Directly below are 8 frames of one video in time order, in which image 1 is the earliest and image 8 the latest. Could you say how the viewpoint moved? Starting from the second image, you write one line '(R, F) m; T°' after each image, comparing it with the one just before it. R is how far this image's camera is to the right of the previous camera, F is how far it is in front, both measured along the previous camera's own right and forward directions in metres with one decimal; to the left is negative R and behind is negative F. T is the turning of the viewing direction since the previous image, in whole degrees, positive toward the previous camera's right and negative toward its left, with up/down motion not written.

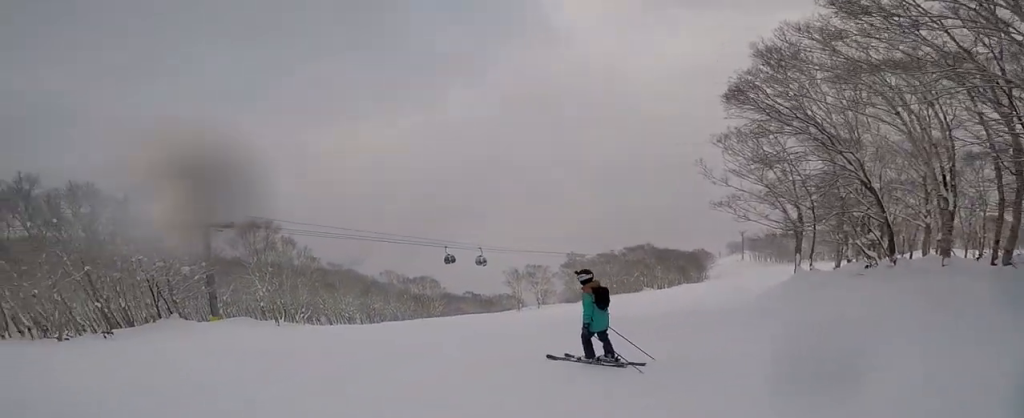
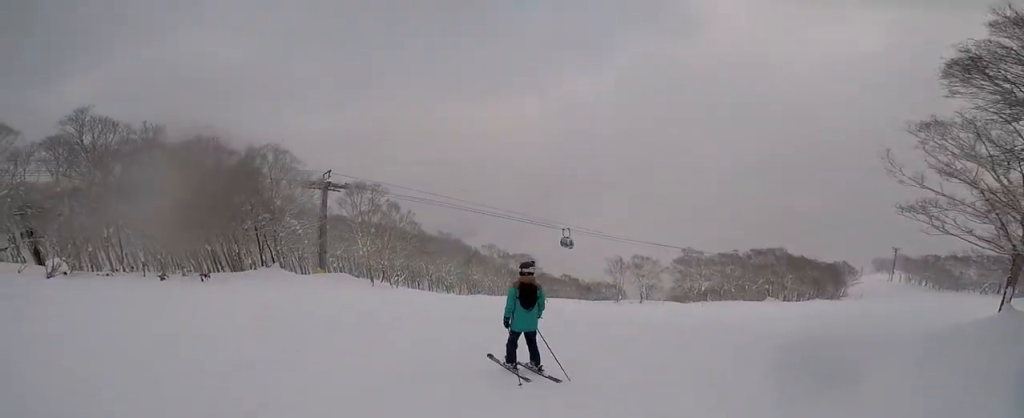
(-1.1, +3.4) m; -2°
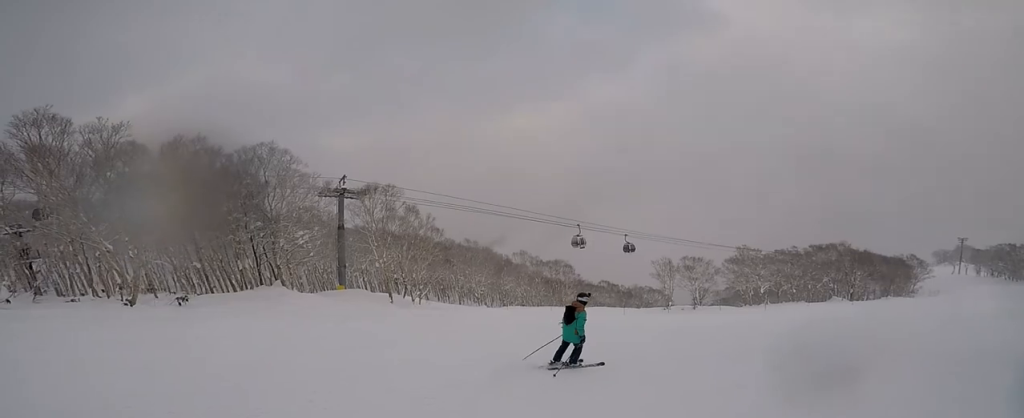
(+0.8, +6.4) m; -9°
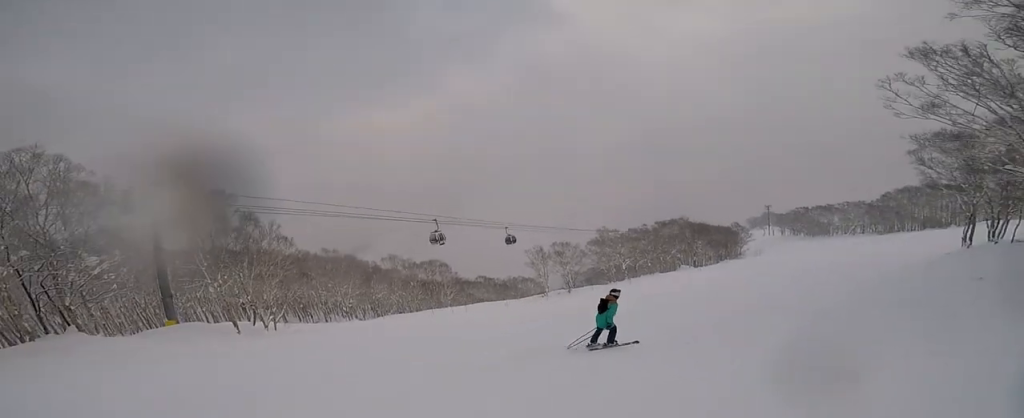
(-0.5, +3.4) m; +25°
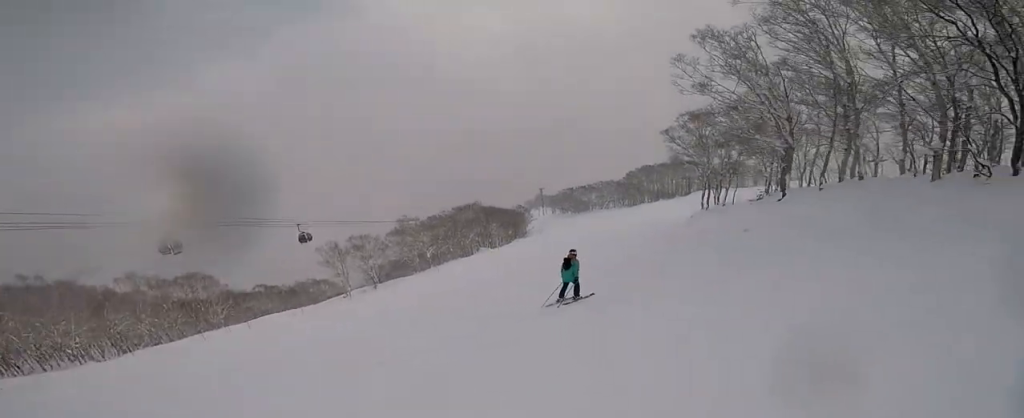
(+1.2, +2.6) m; +23°
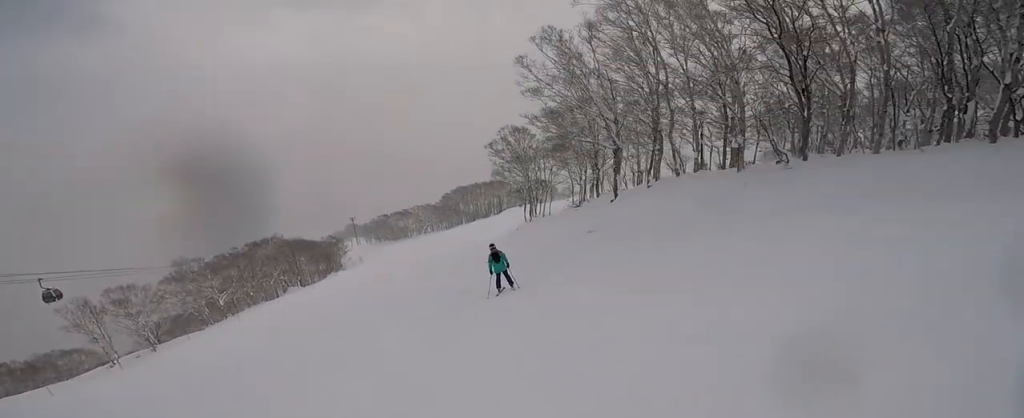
(+1.1, +3.4) m; +12°
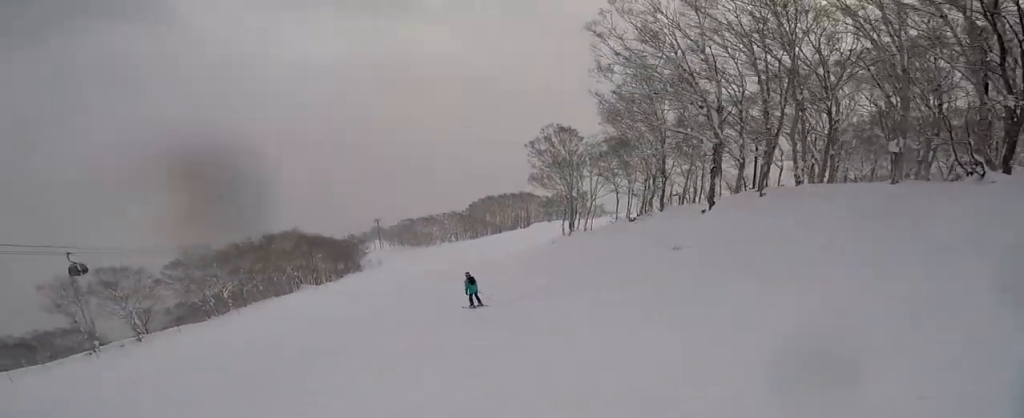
(0.0, +7.2) m; +8°
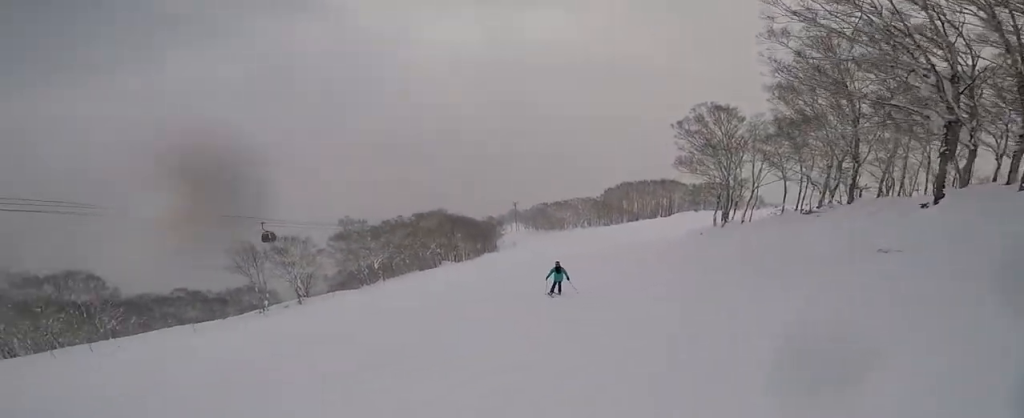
(+0.3, +2.6) m; +3°
